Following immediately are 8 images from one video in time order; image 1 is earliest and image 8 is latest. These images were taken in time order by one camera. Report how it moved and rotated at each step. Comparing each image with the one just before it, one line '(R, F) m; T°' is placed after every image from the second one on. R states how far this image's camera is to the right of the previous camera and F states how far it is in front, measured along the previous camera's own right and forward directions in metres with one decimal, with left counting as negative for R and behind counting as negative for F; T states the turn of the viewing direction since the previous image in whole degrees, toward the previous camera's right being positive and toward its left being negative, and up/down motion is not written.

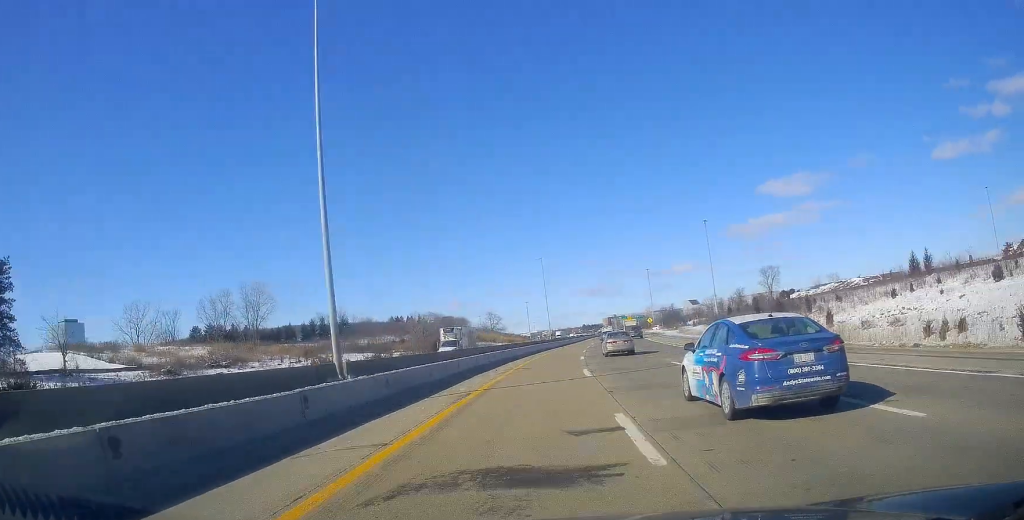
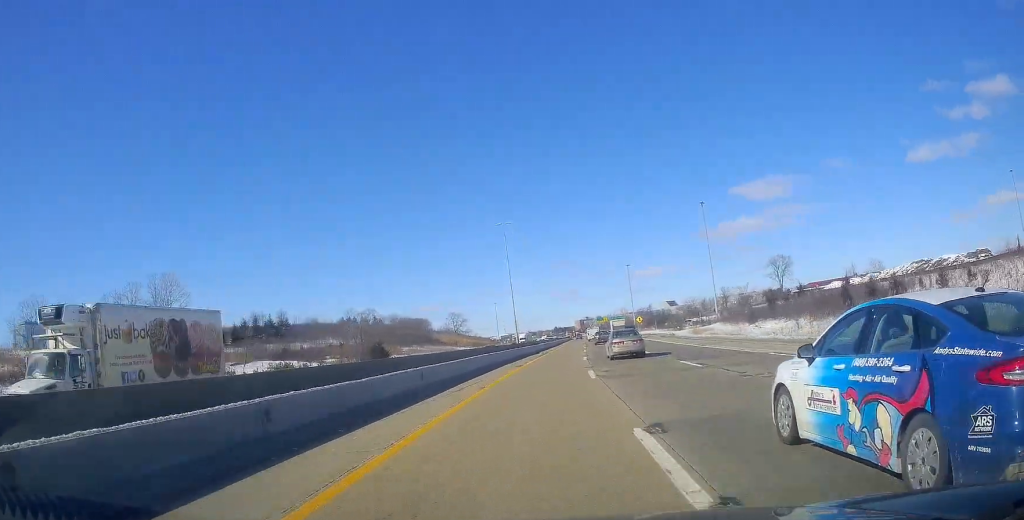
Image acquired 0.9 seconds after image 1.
(0.0, +32.5) m; +2°
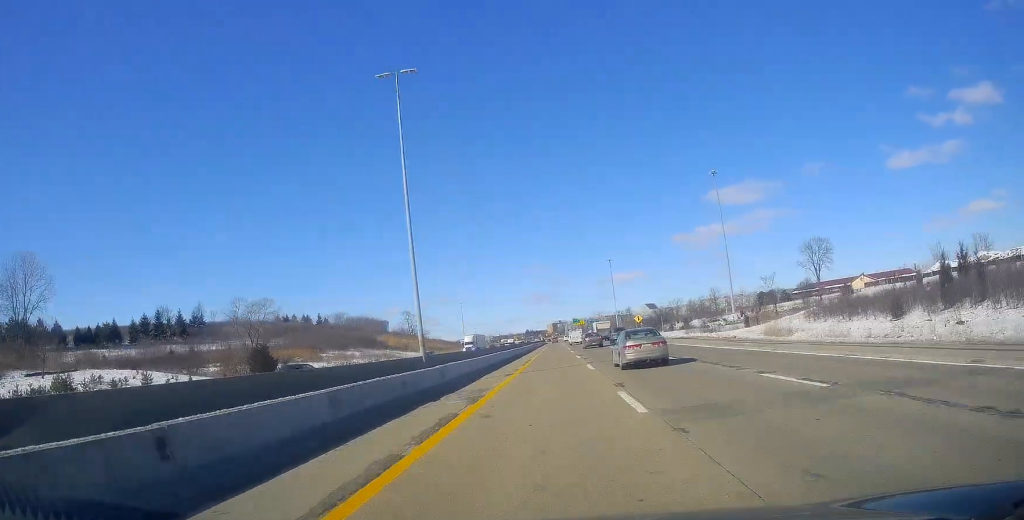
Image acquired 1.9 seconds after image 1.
(+1.4, +40.2) m; +1°
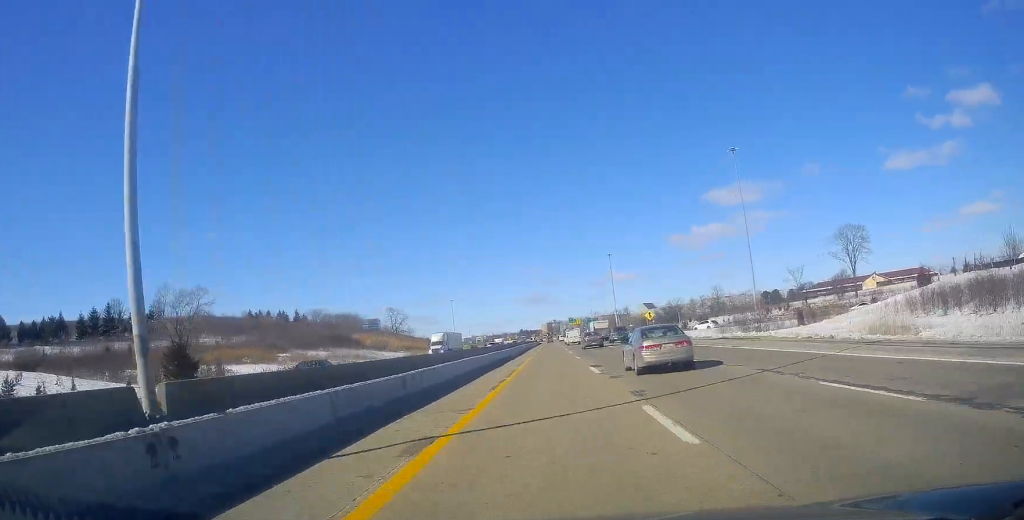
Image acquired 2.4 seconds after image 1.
(-0.3, +18.8) m; +1°
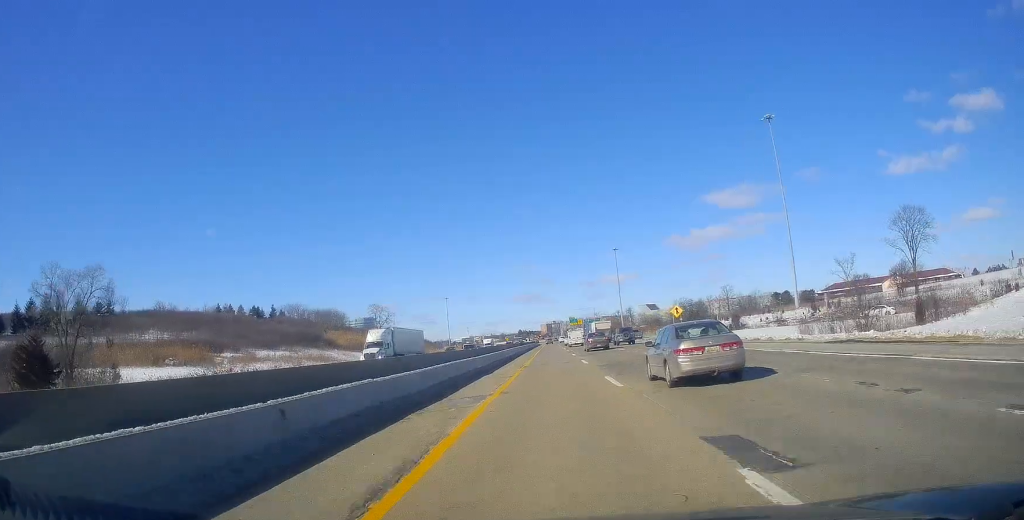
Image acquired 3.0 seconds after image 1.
(-0.6, +21.3) m; +1°
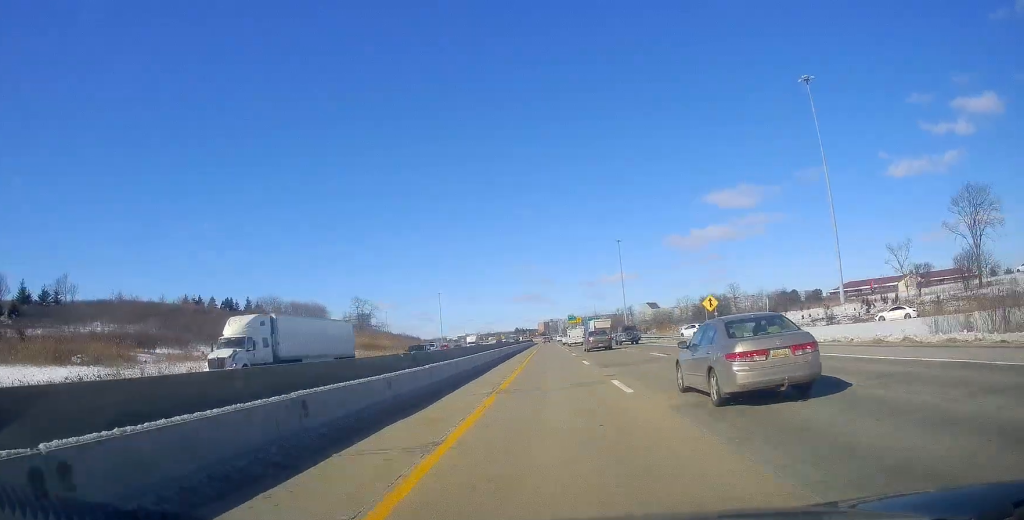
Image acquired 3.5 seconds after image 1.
(+0.8, +17.5) m; 0°
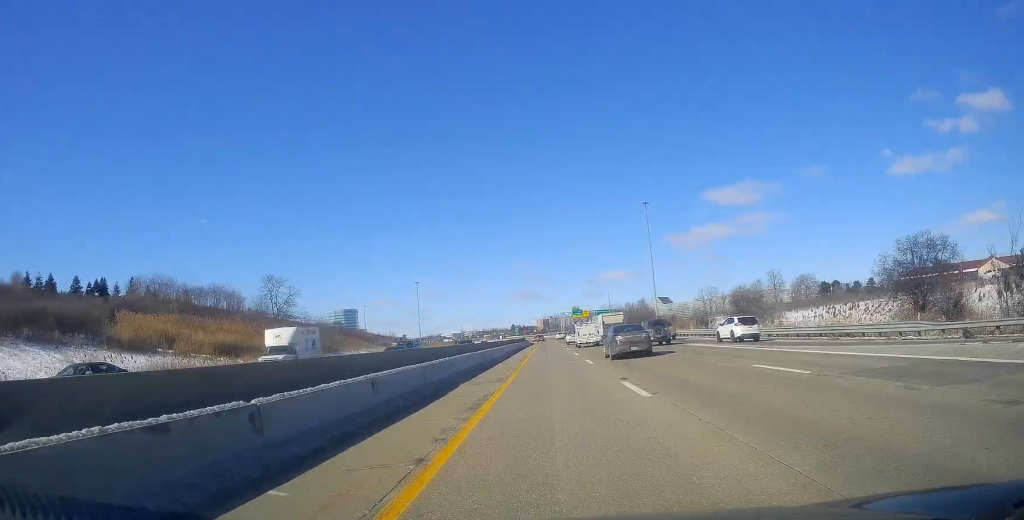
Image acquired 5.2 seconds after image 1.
(-1.0, +62.7) m; -2°
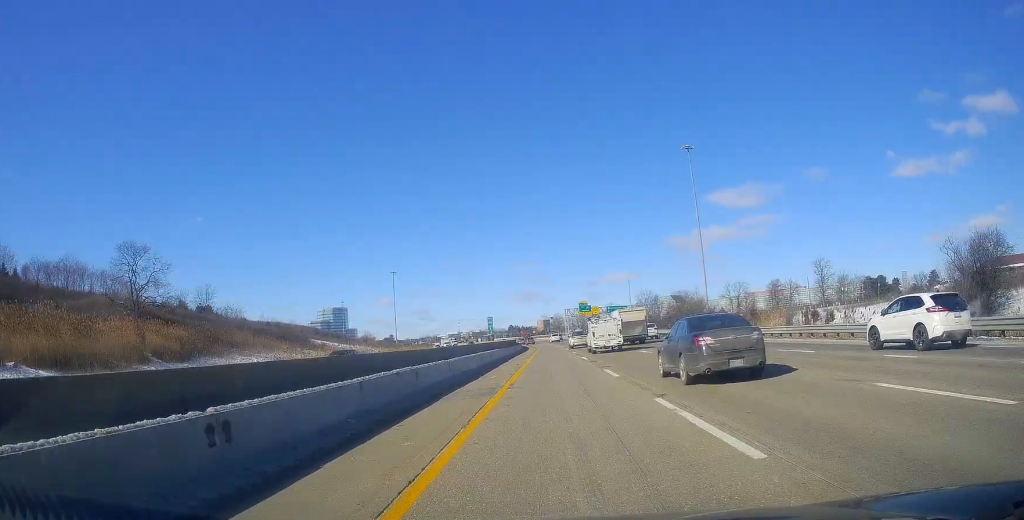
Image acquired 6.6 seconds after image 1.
(+1.1, +49.6) m; +2°
